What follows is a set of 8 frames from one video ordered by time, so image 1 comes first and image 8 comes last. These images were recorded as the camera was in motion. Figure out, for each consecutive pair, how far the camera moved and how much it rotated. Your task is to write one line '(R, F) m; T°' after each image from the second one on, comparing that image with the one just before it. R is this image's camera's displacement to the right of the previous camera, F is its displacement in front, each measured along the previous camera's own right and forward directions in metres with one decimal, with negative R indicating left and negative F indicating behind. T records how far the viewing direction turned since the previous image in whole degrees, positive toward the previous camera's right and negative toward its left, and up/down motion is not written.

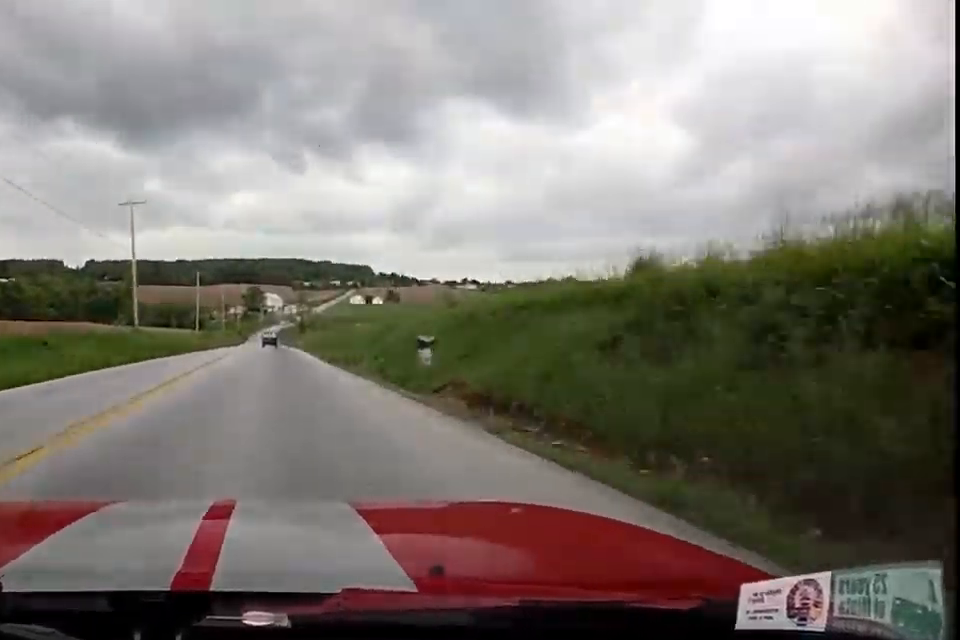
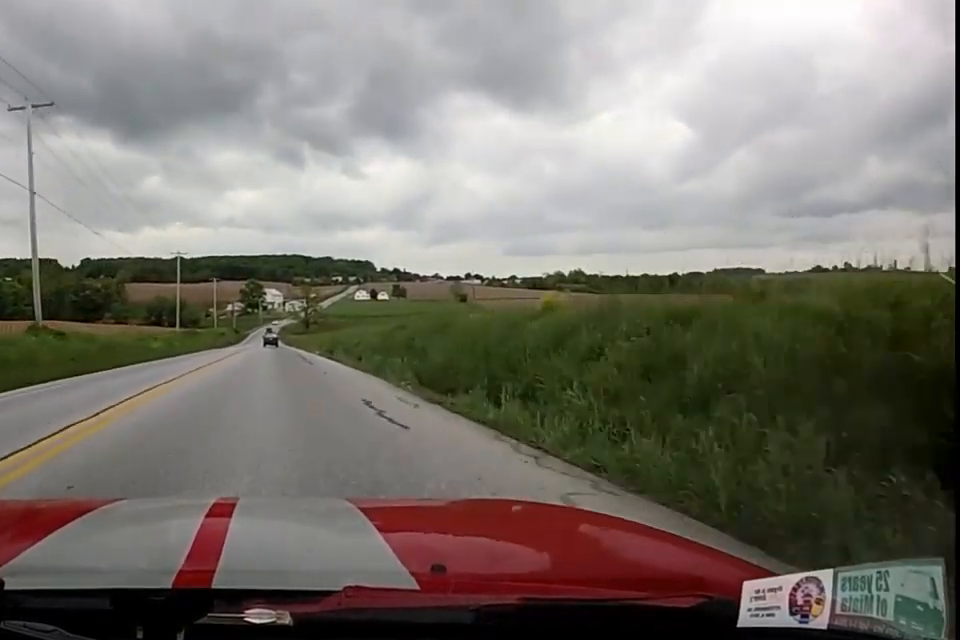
(+0.4, +25.5) m; +1°
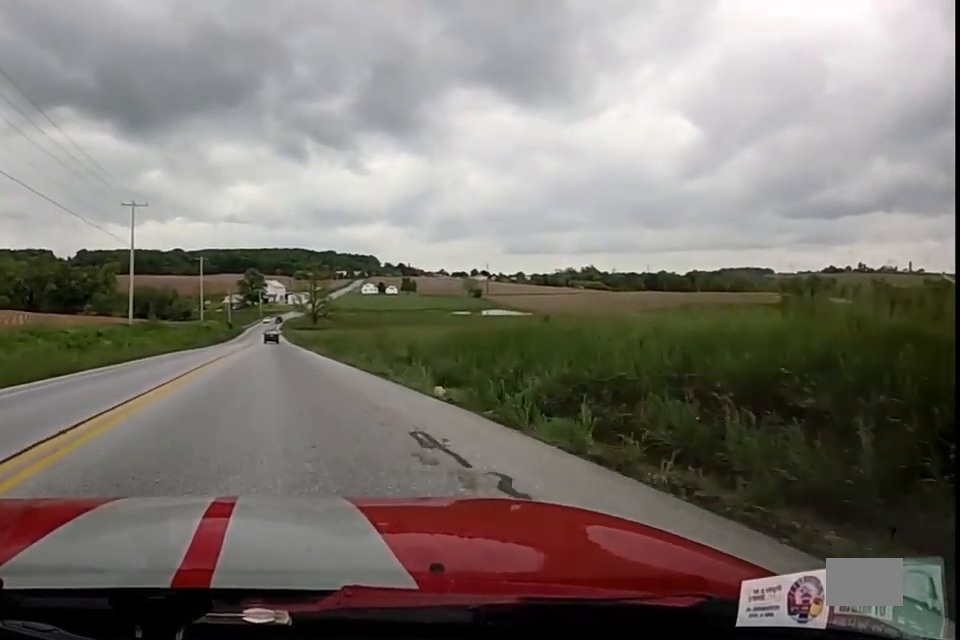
(+0.2, +31.4) m; 0°
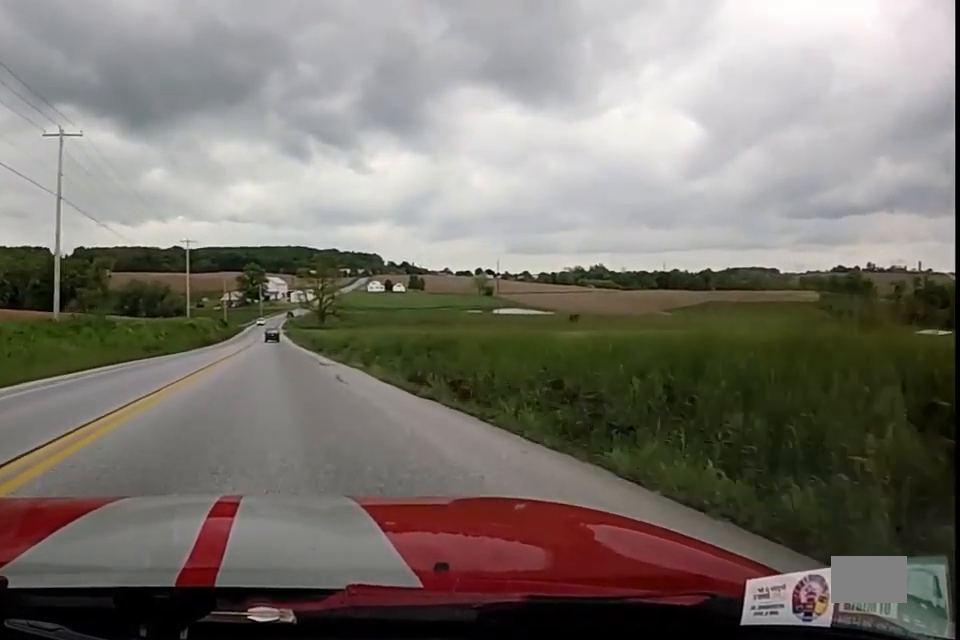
(0.0, +21.4) m; 0°
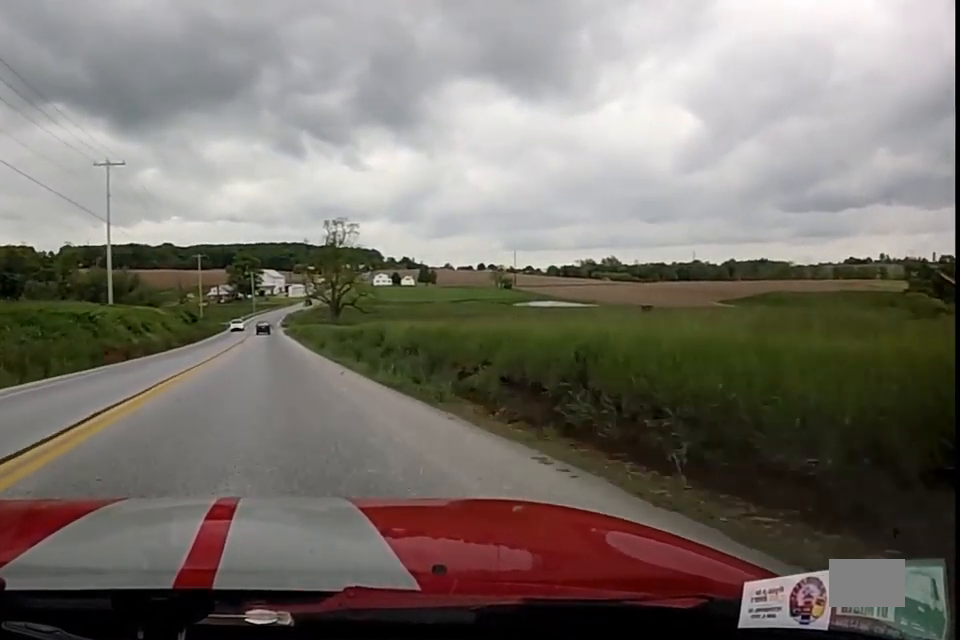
(0.0, +44.2) m; -2°
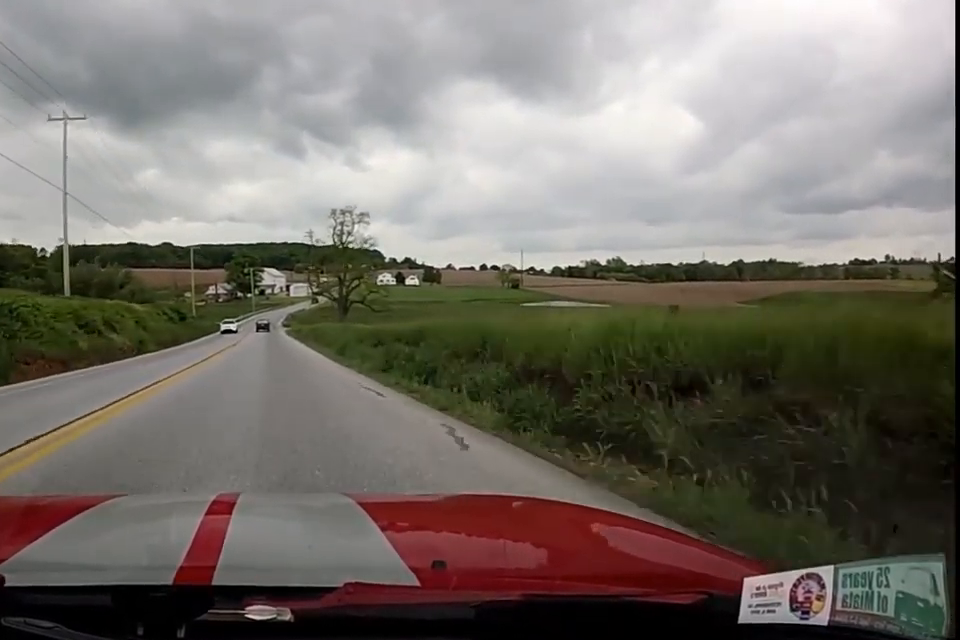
(+0.3, +11.4) m; -1°
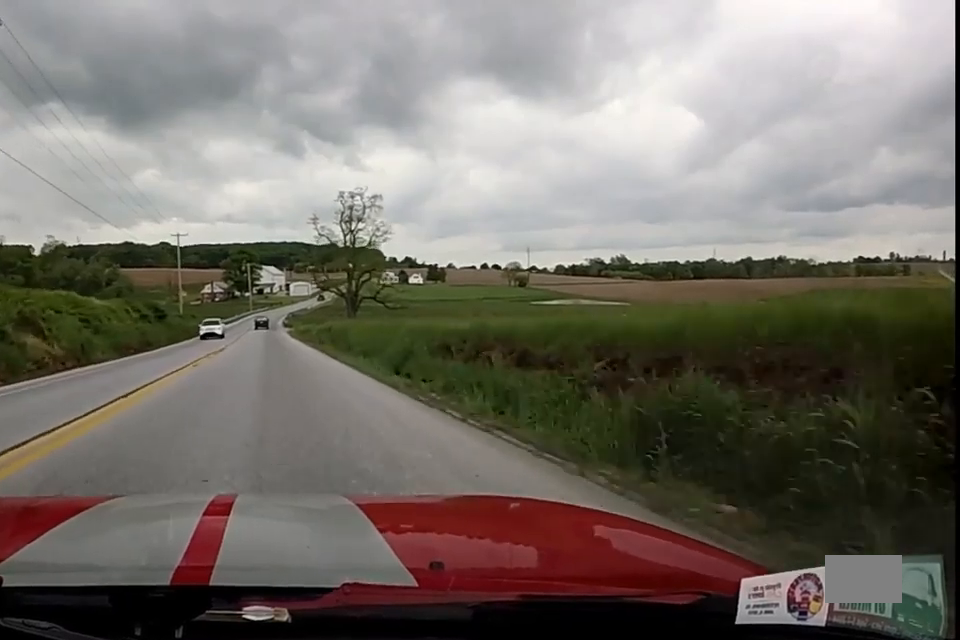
(-0.6, +13.3) m; 0°
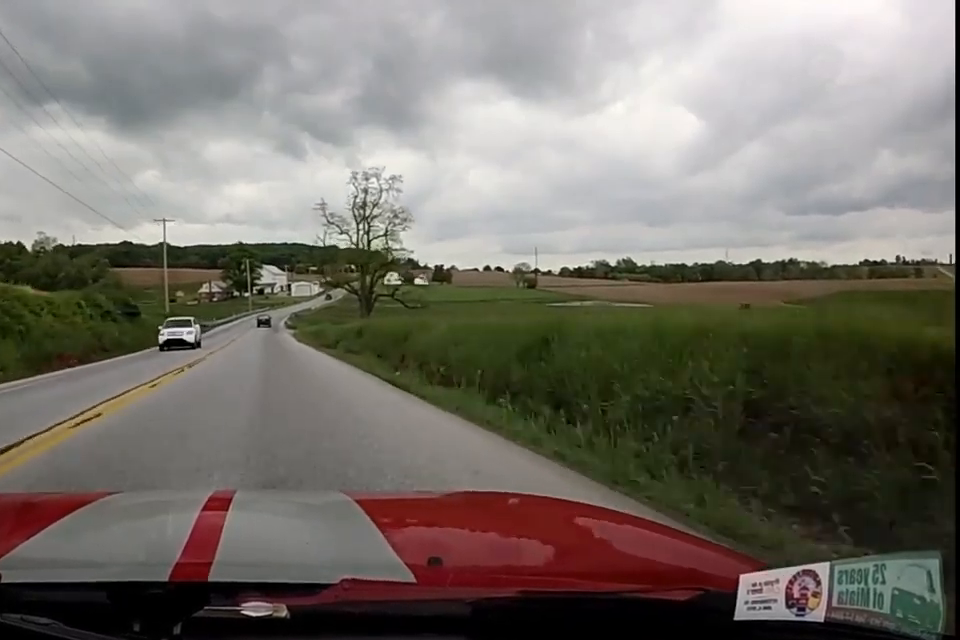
(-0.7, +12.4) m; 0°
